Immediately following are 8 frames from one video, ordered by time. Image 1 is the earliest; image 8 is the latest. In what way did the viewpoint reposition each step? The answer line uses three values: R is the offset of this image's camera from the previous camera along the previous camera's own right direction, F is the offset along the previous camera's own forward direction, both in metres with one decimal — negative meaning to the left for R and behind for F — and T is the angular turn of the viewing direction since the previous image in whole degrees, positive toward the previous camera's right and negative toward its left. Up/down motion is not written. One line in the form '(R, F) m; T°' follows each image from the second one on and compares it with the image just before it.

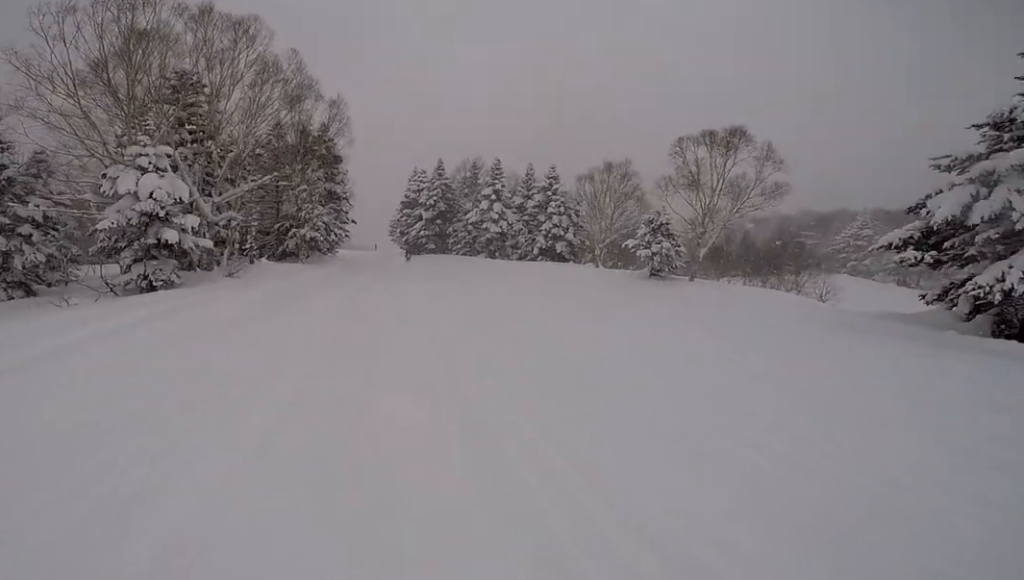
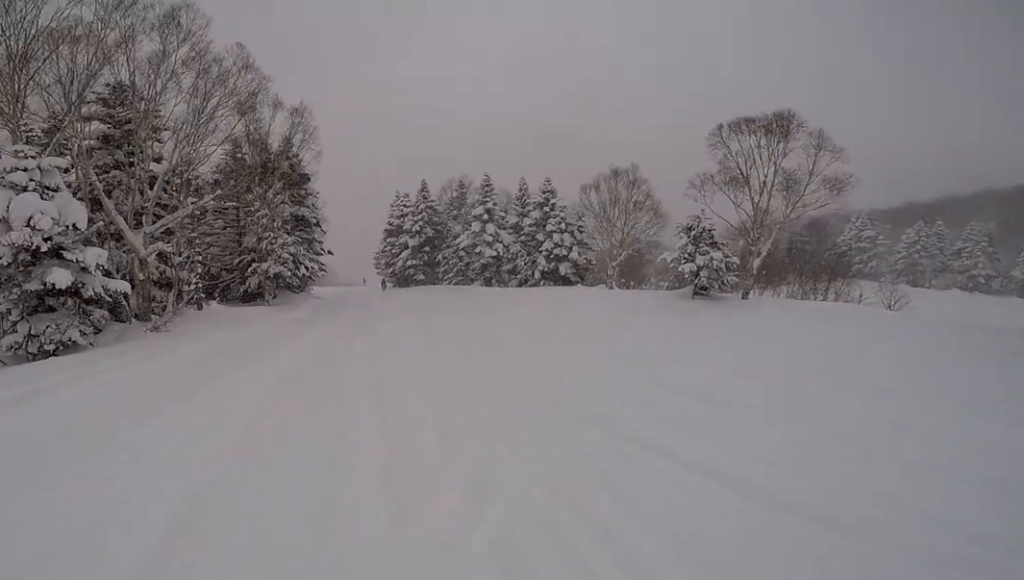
(-0.3, +5.5) m; -1°
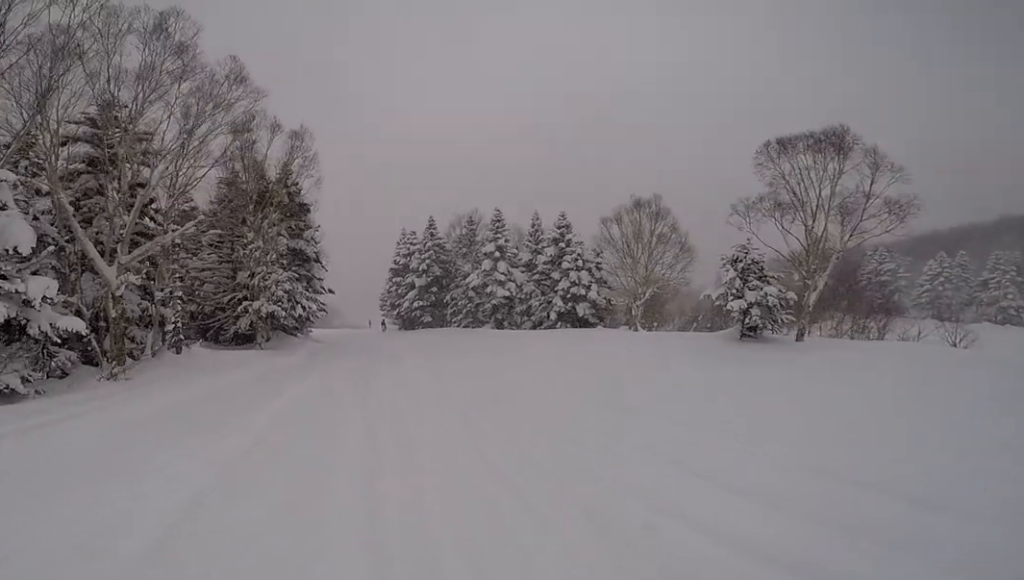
(-0.2, +2.8) m; 0°
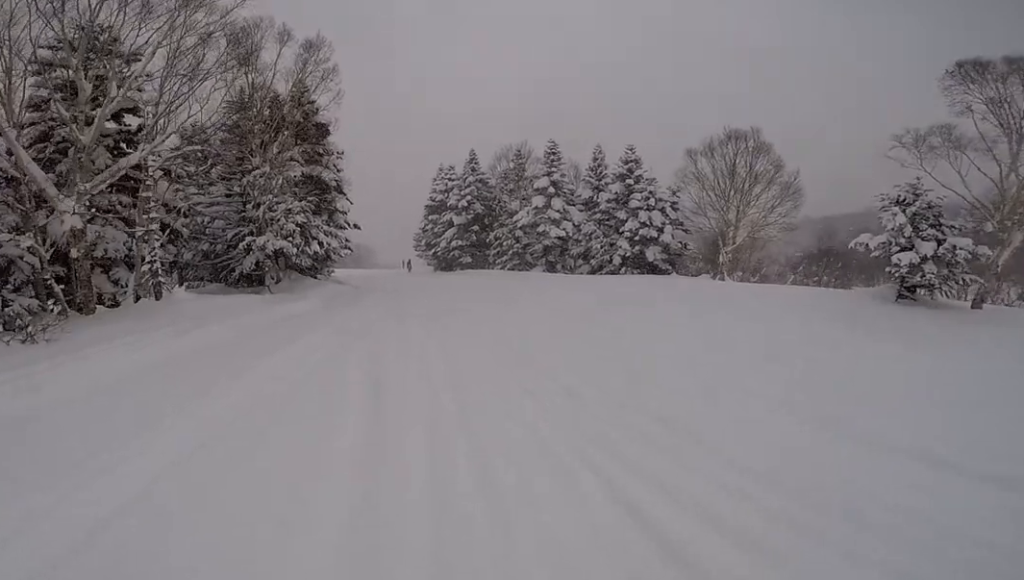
(+0.3, +4.4) m; +3°
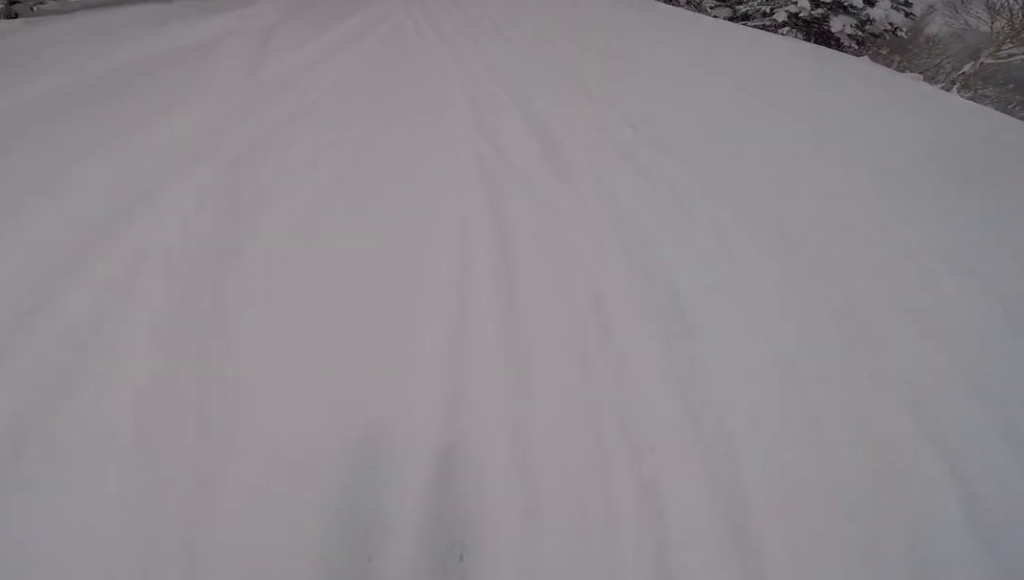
(+0.2, +6.8) m; +2°
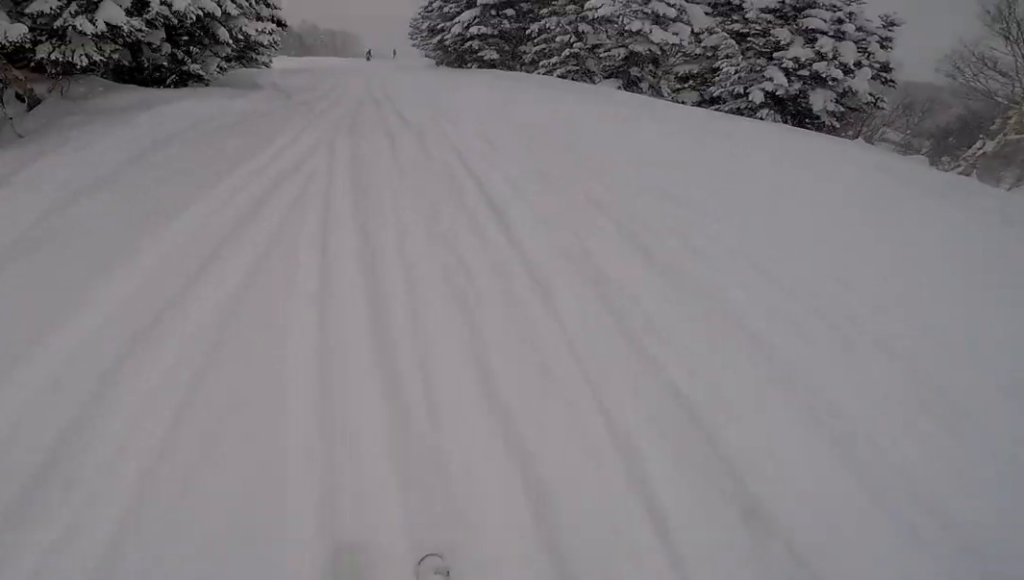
(+0.1, +5.5) m; +7°
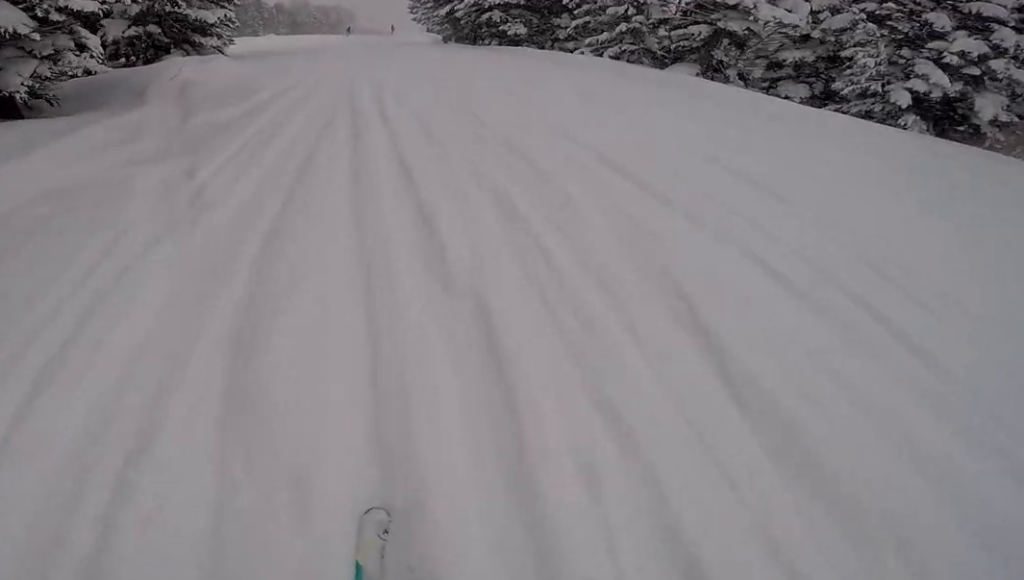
(+0.8, +6.5) m; -6°
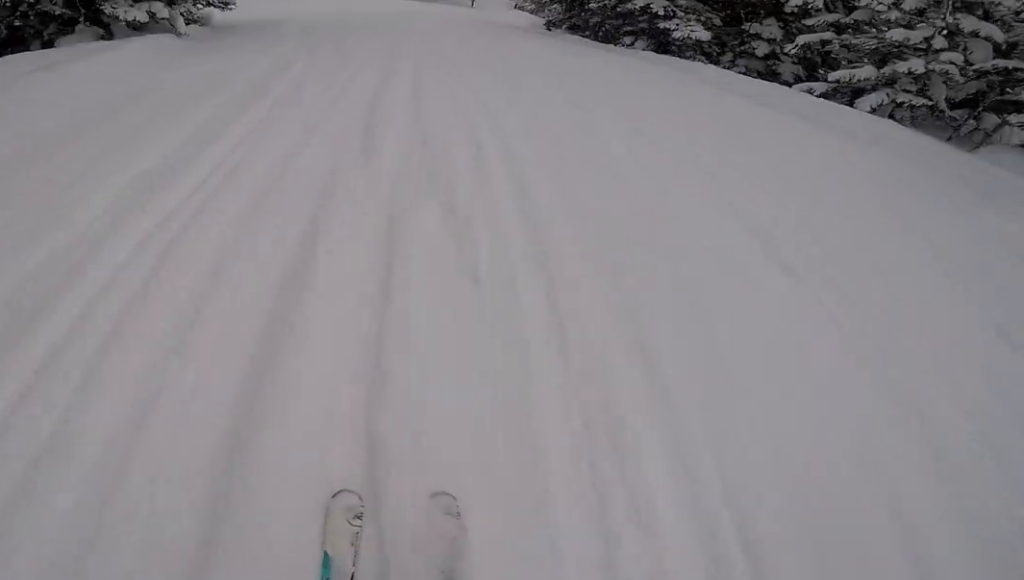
(-2.1, +8.0) m; -11°
